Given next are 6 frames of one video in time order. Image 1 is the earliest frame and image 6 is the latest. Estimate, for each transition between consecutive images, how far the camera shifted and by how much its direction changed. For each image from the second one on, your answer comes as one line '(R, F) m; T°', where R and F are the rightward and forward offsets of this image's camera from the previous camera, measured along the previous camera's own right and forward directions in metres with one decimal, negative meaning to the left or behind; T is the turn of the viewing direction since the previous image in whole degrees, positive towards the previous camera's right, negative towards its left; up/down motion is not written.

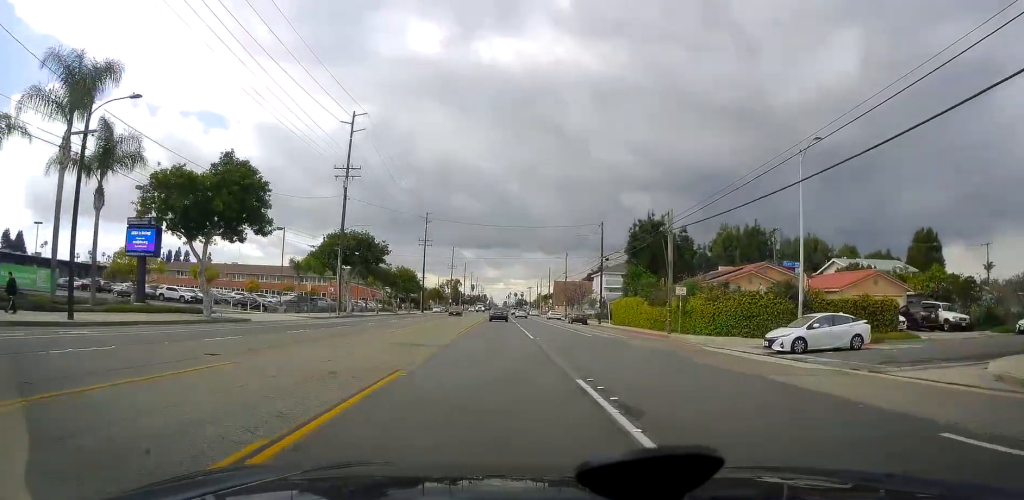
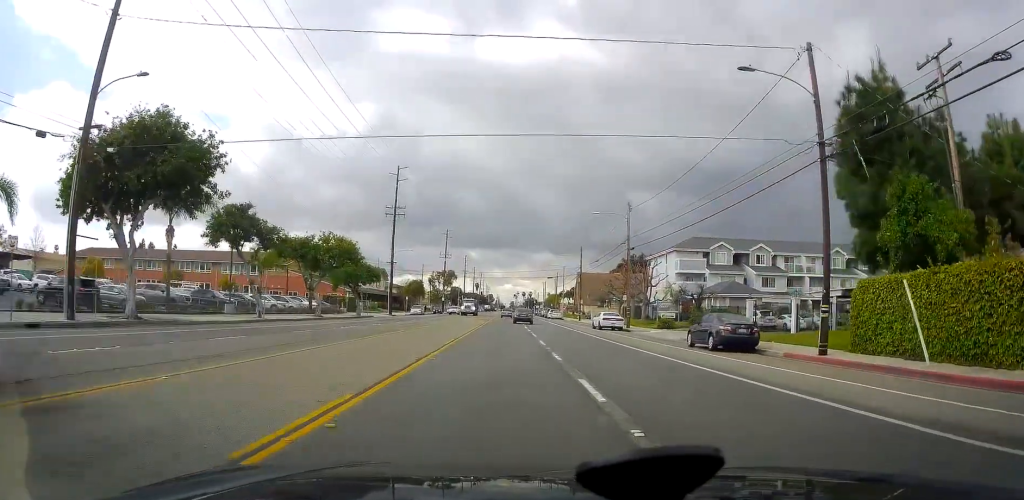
(0.0, +44.2) m; 0°
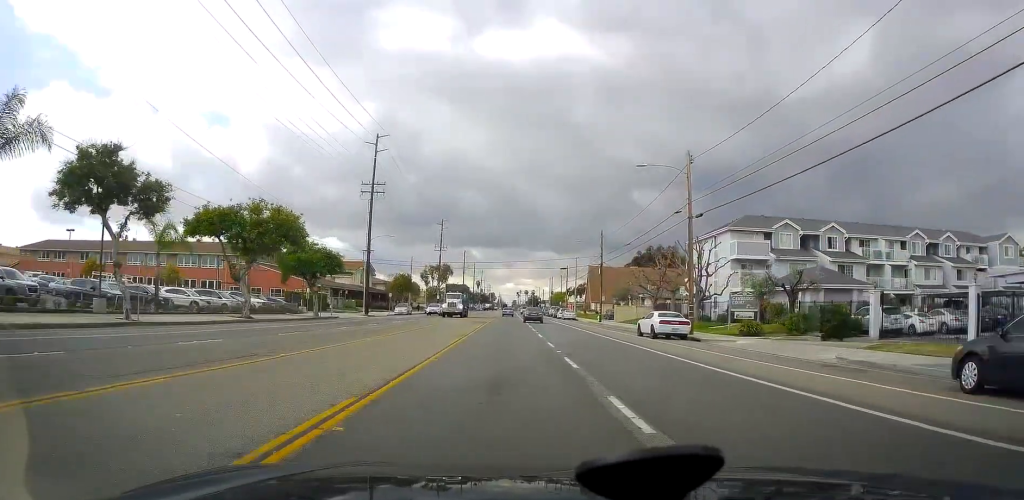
(0.0, +17.0) m; +2°
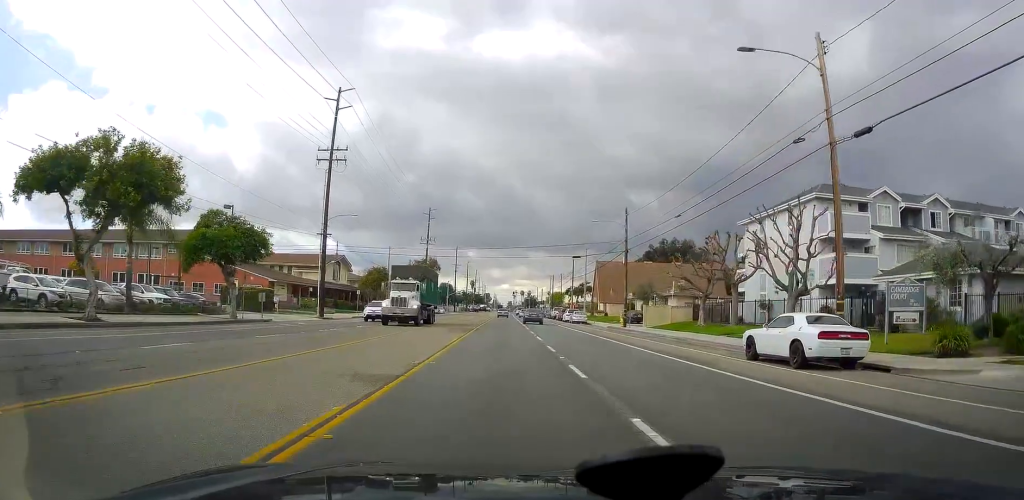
(+0.4, +16.1) m; 0°
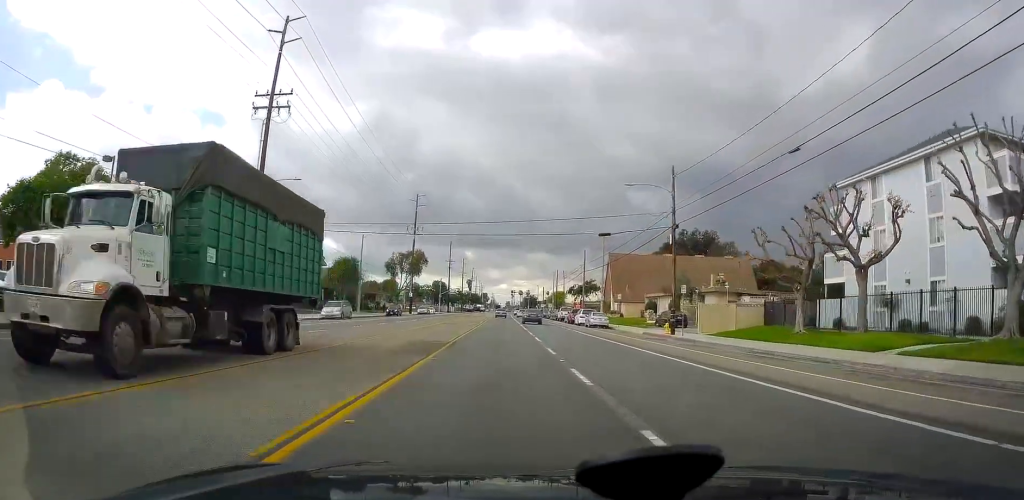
(-0.3, +15.5) m; -1°
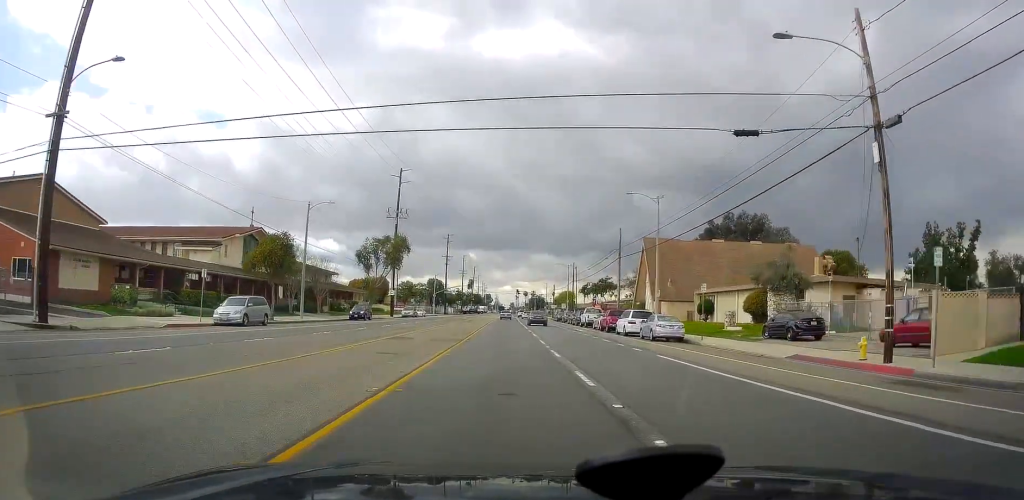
(-0.2, +21.3) m; -2°
